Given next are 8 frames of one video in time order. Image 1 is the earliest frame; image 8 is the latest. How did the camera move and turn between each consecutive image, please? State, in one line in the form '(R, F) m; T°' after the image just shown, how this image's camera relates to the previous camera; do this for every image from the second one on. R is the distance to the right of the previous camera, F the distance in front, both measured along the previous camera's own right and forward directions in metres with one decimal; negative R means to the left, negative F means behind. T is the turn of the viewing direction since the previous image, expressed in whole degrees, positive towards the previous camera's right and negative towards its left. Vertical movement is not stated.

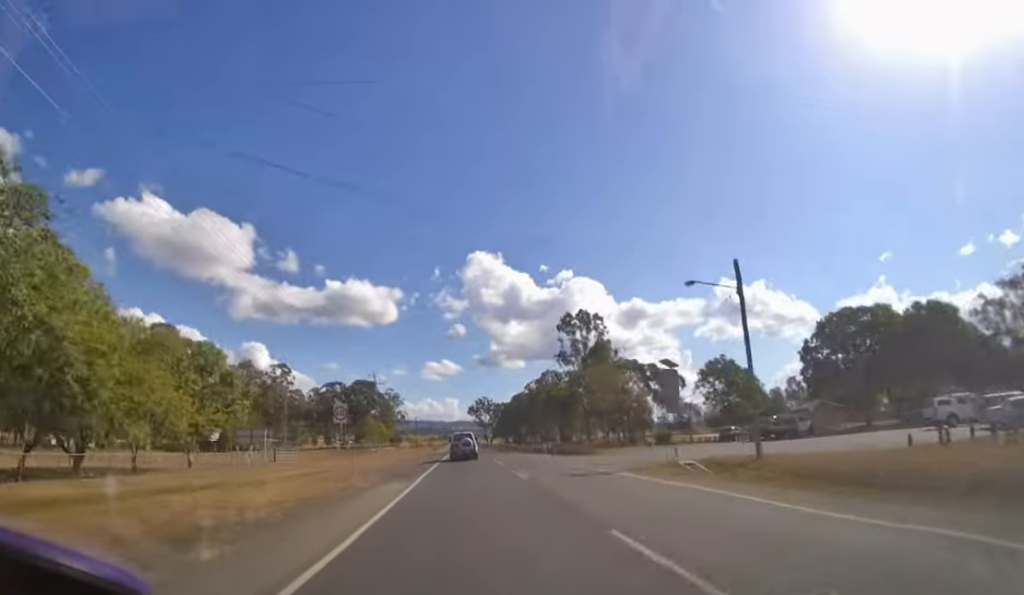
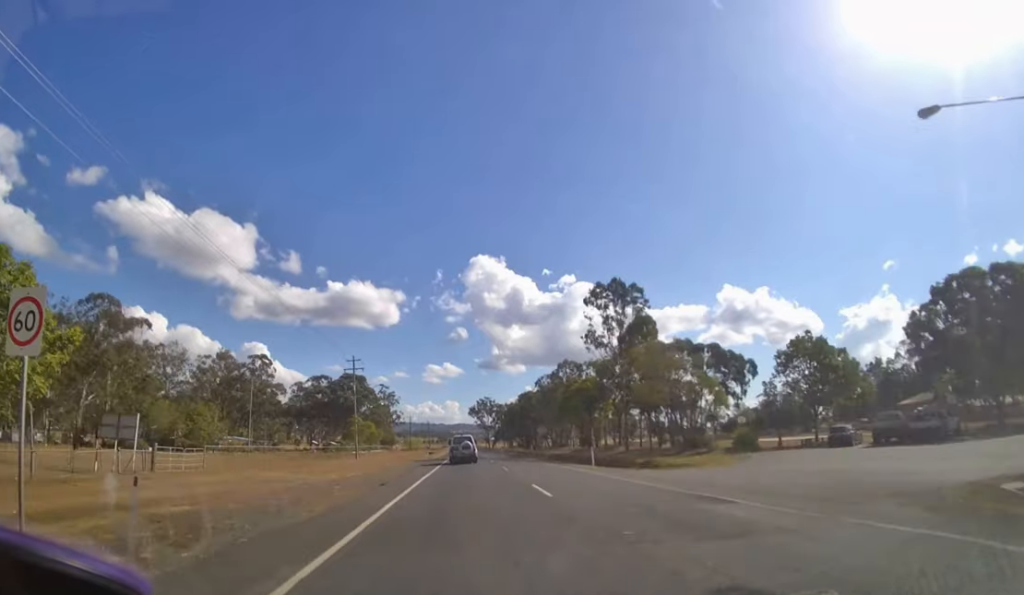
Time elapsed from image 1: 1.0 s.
(0.0, +16.7) m; 0°
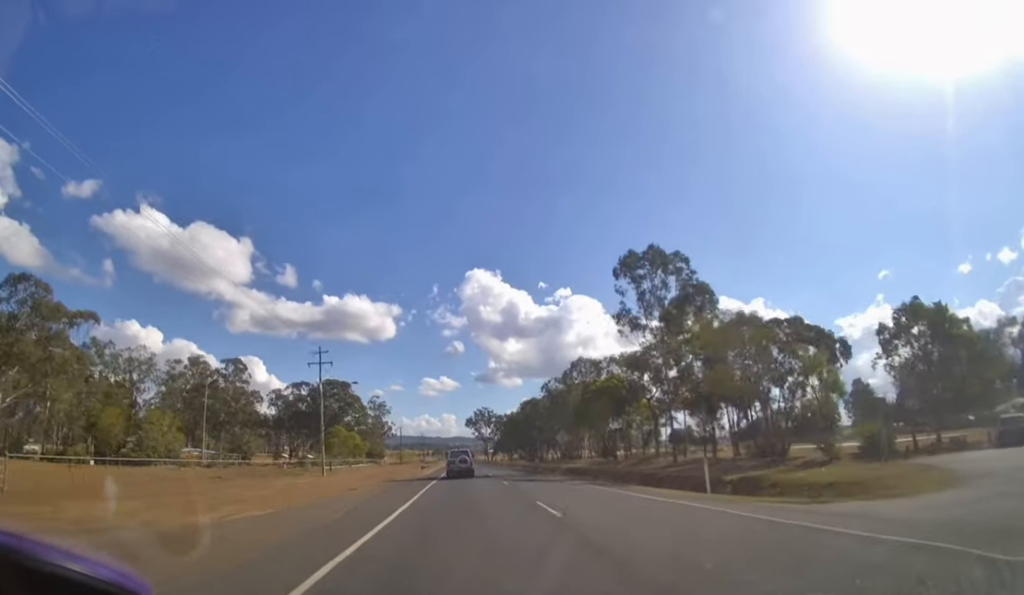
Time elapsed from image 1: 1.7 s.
(0.0, +14.6) m; 0°
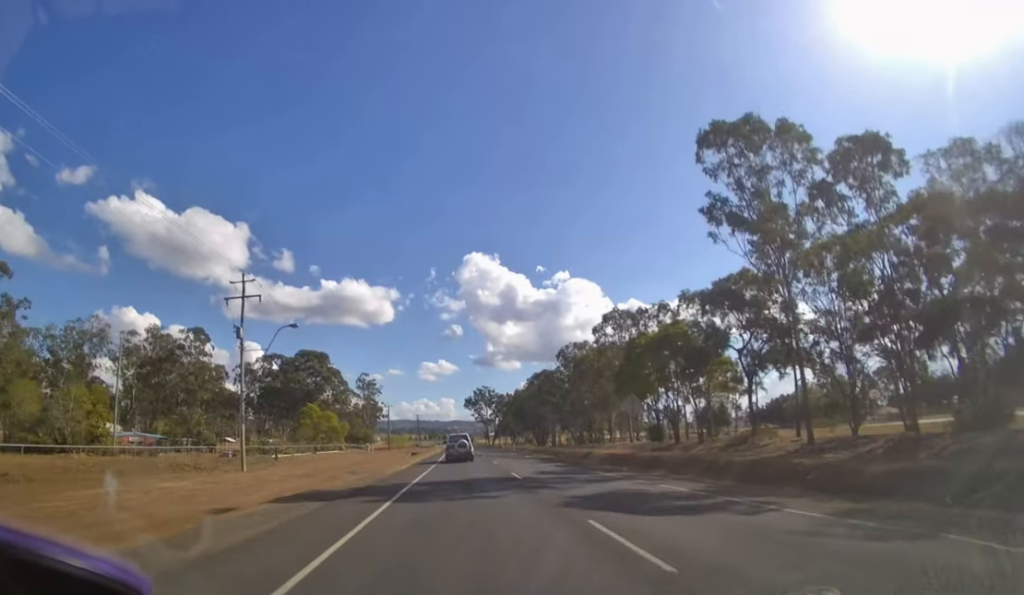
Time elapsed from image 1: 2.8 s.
(0.0, +21.6) m; 0°
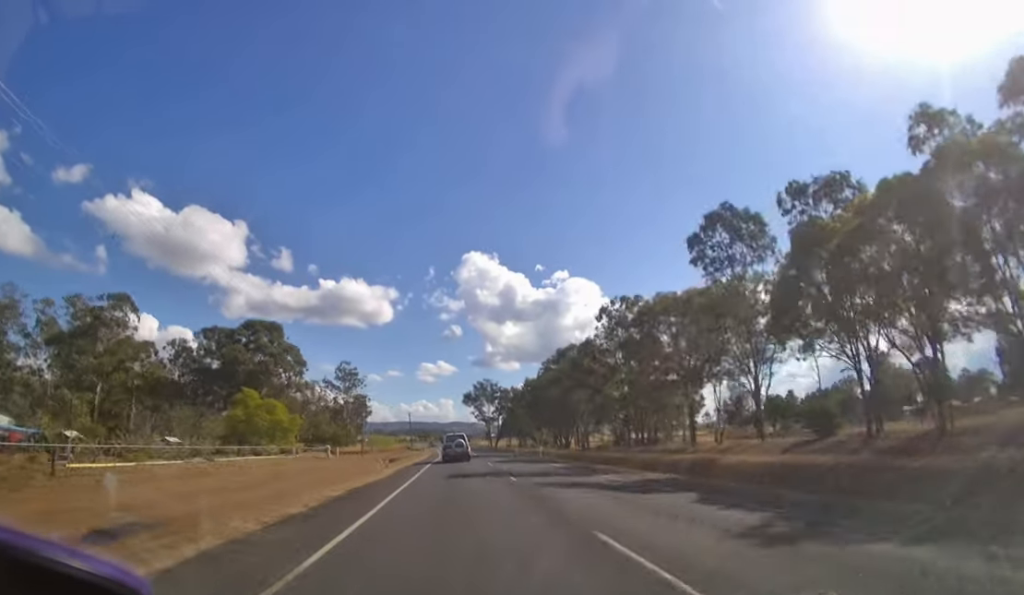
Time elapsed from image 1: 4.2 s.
(0.0, +26.9) m; 0°
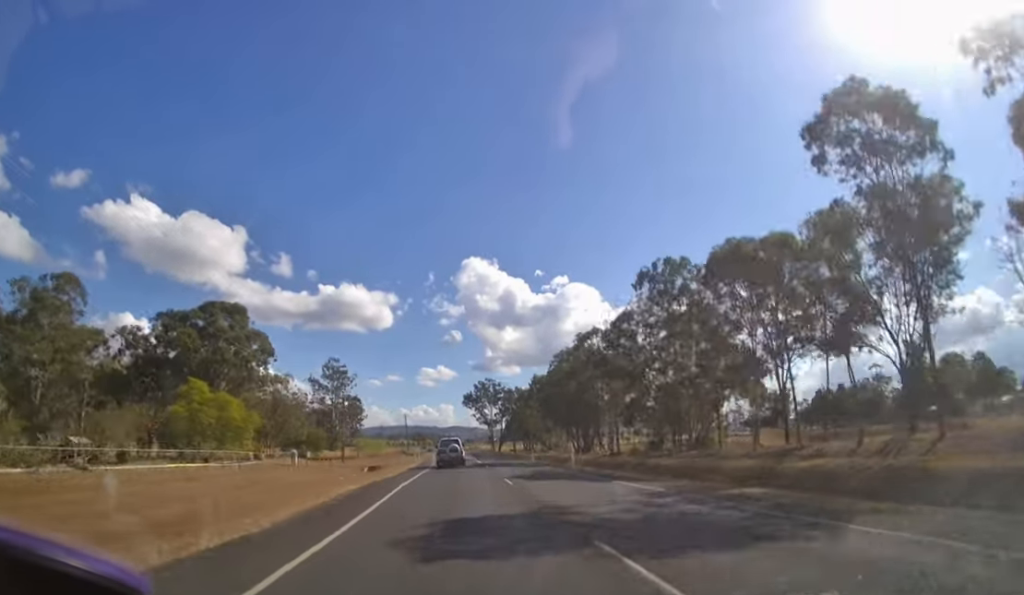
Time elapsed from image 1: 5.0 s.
(0.0, +13.1) m; 0°
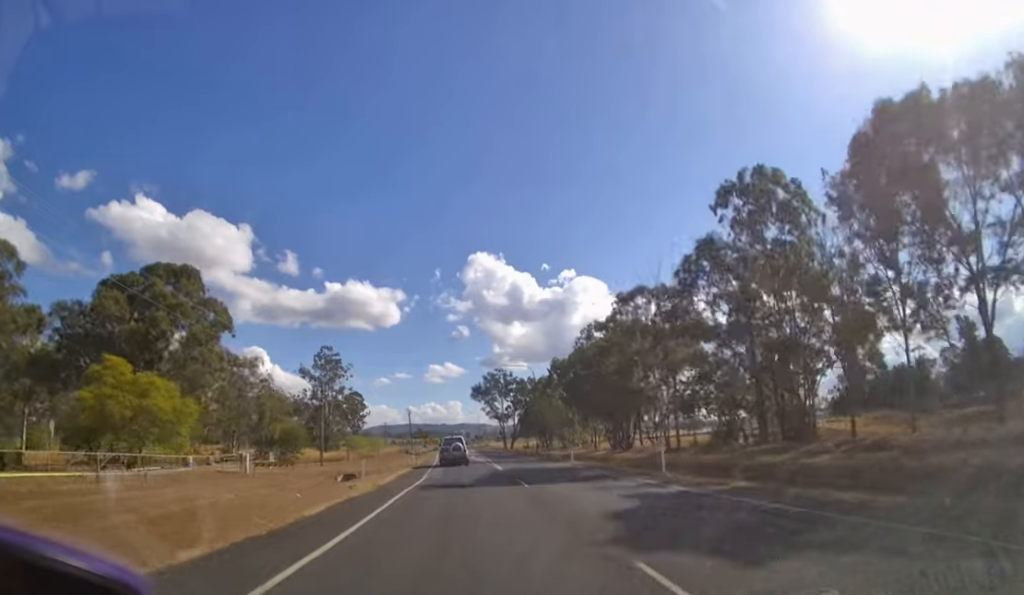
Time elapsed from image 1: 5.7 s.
(0.0, +12.7) m; 0°
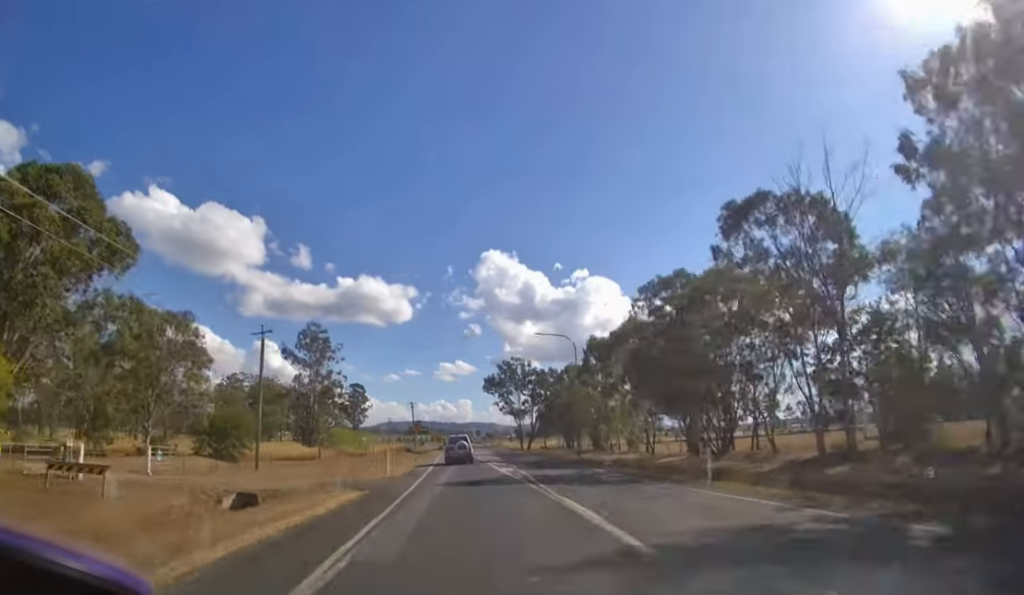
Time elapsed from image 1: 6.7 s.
(-0.2, +17.0) m; -1°
